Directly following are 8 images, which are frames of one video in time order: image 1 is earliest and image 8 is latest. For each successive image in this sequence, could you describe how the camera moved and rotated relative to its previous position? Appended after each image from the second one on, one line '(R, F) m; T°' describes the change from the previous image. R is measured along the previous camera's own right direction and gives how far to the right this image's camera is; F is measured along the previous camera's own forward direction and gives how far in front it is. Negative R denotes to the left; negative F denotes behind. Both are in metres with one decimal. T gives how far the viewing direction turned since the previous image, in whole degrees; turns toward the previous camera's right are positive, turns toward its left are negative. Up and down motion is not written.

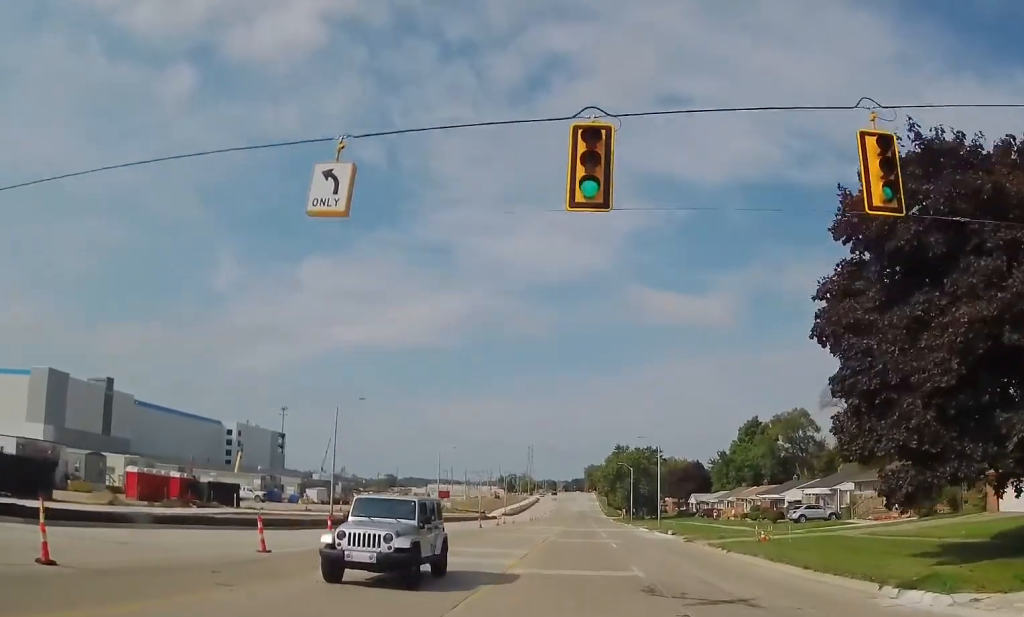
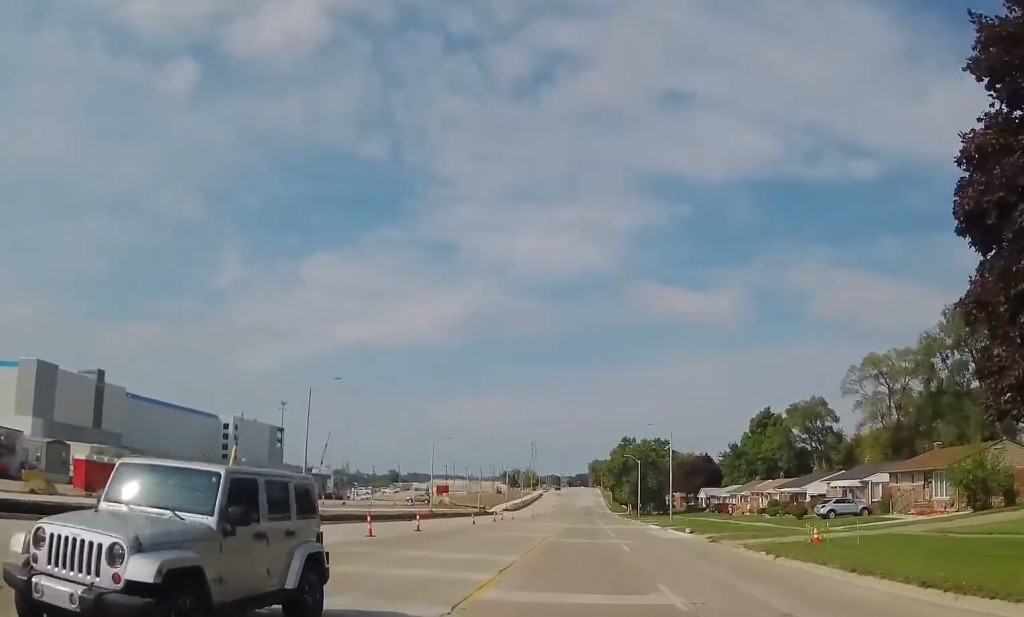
(0.0, +6.4) m; 0°
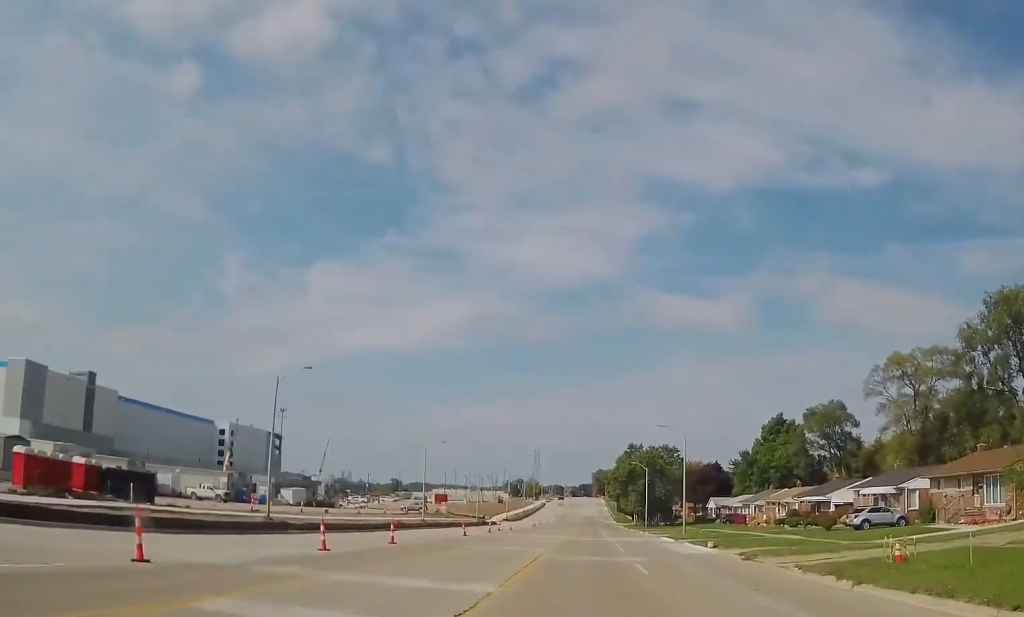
(0.0, +6.2) m; 0°
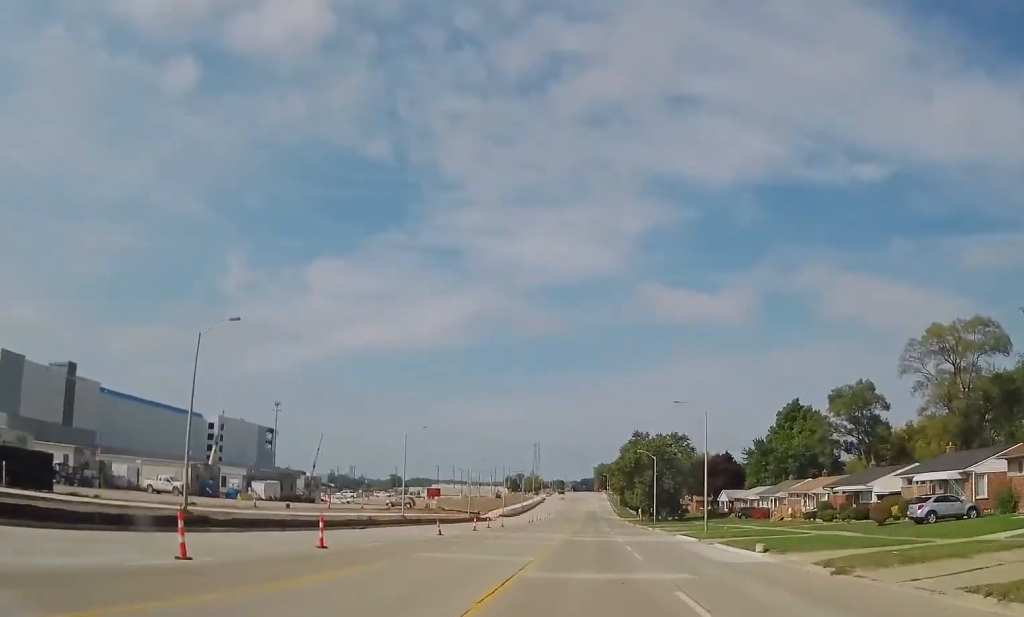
(0.0, +10.1) m; -2°
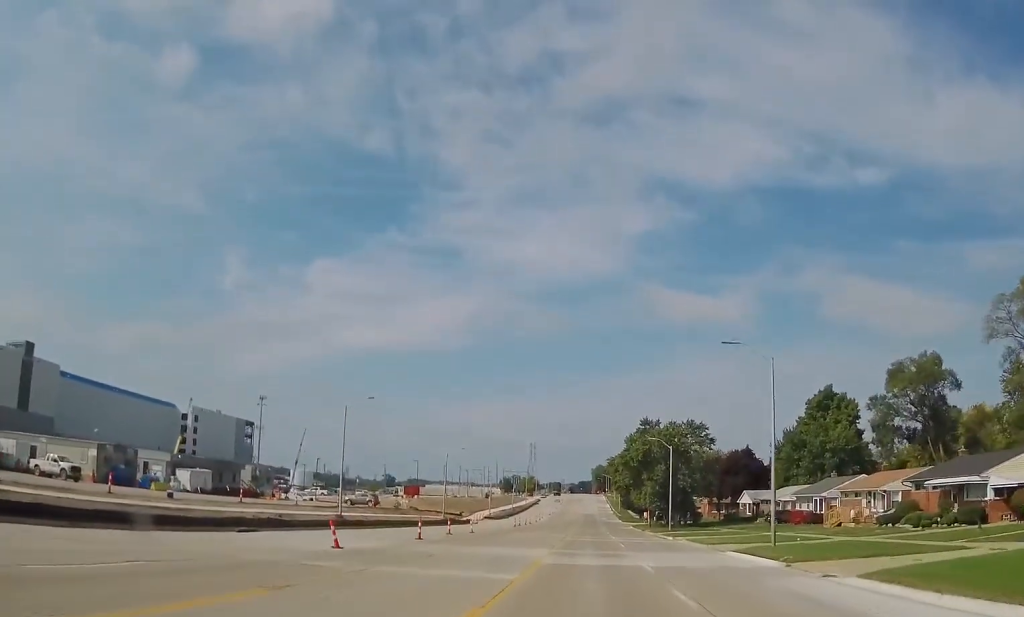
(-0.7, +19.1) m; -3°
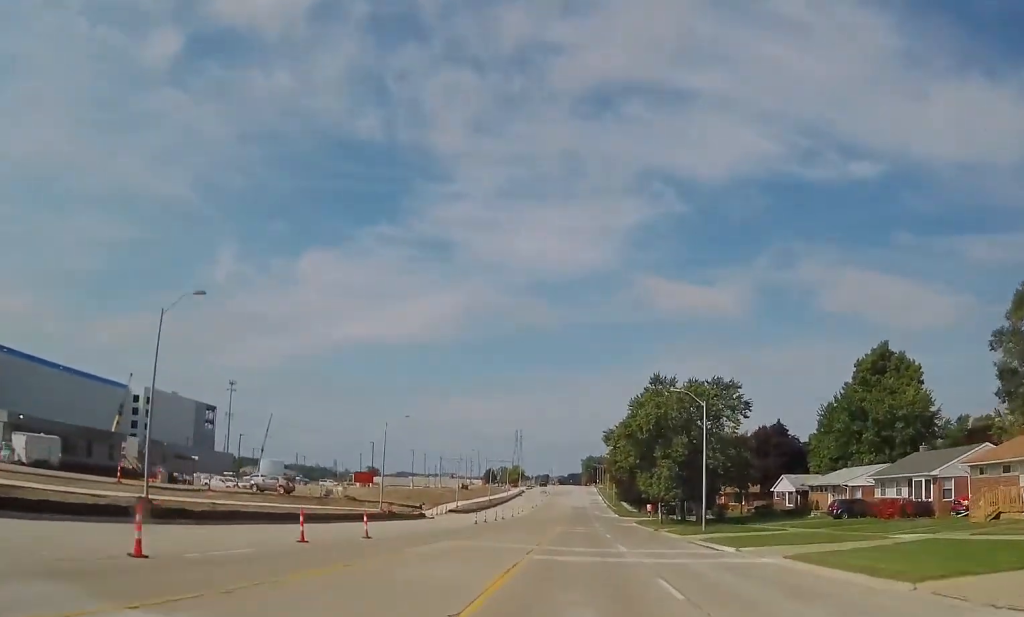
(+0.1, +26.2) m; +2°
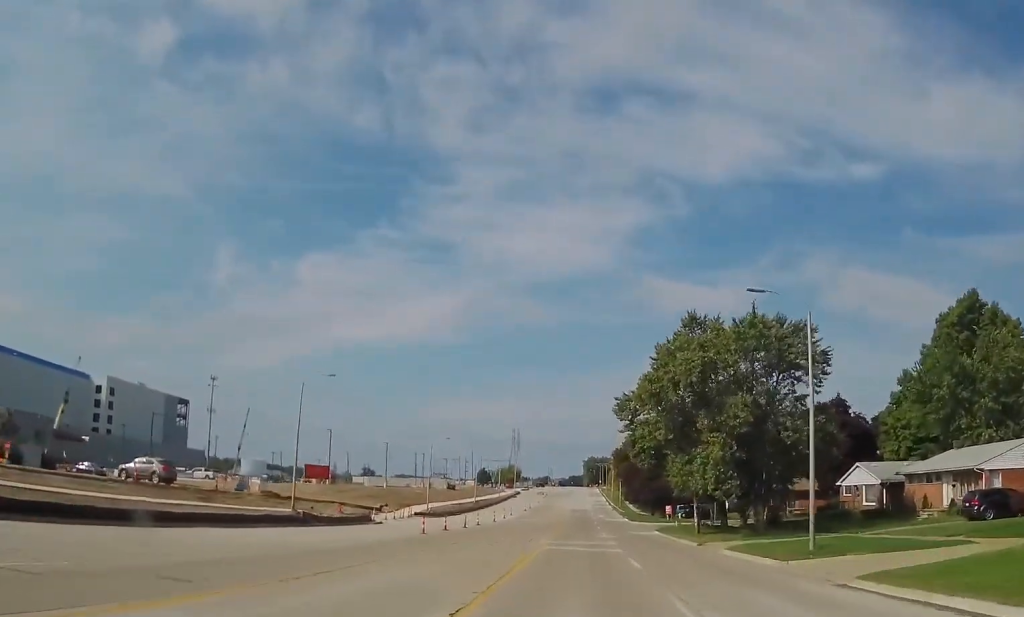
(+0.4, +22.7) m; 0°
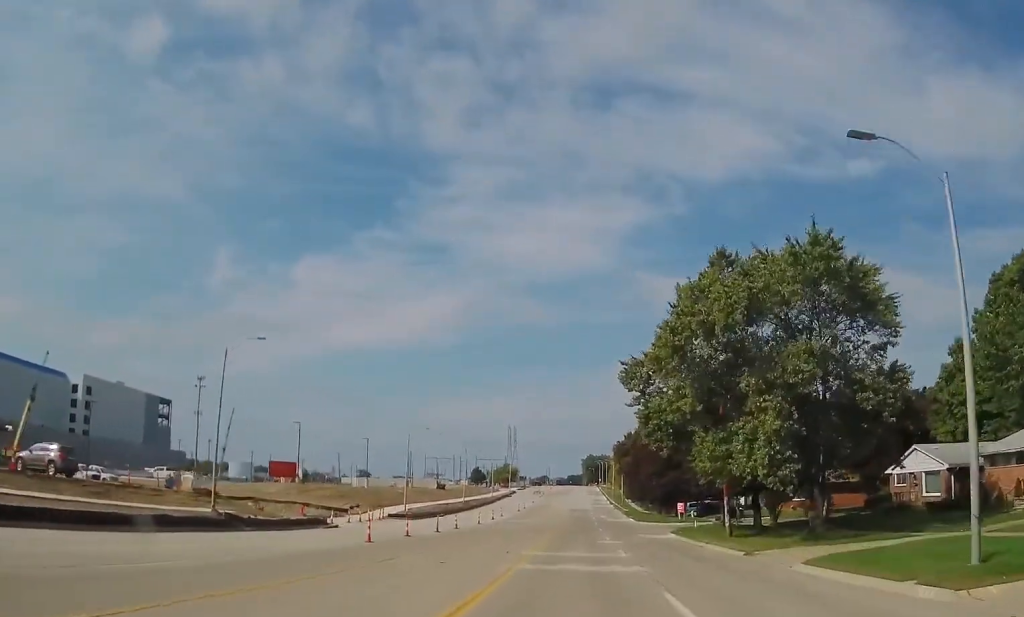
(-0.2, +11.2) m; -1°
